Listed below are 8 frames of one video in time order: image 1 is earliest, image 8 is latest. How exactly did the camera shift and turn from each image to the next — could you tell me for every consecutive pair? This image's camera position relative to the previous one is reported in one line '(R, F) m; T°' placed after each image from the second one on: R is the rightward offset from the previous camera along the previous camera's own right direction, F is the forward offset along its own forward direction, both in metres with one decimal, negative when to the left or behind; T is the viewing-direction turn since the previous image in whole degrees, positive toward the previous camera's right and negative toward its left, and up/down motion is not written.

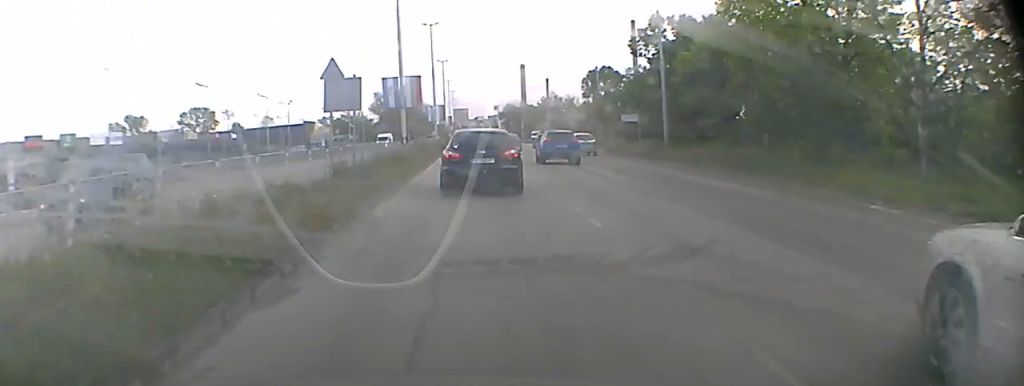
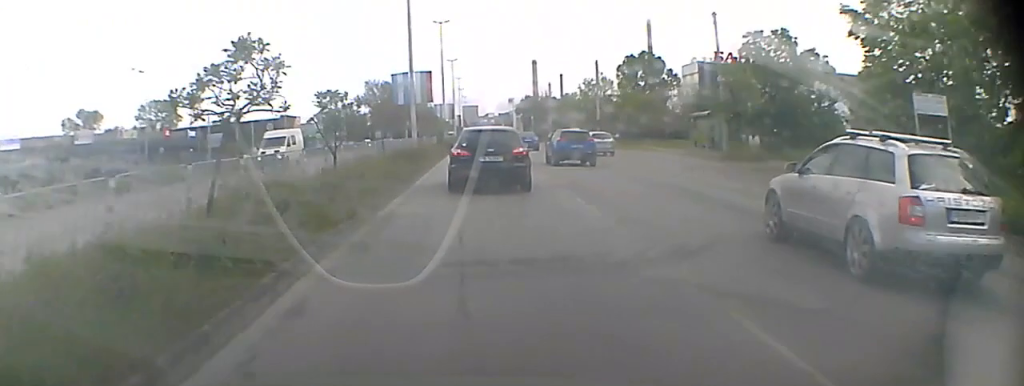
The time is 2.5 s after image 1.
(-0.3, +36.5) m; 0°
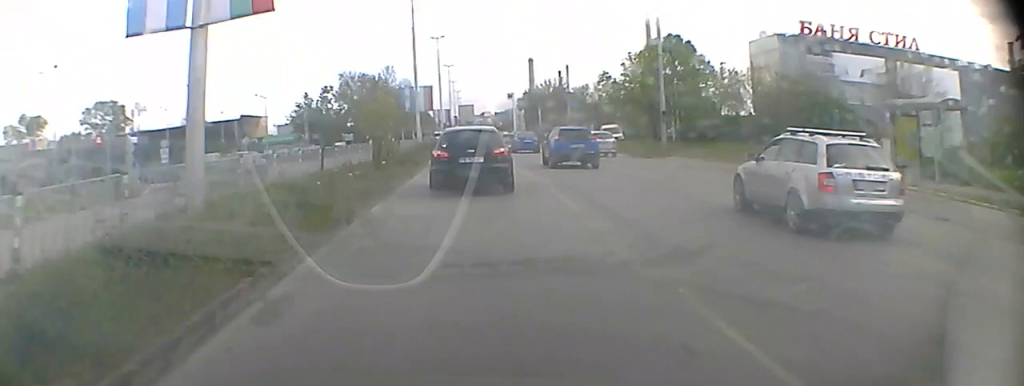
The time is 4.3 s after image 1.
(+0.1, +26.6) m; 0°
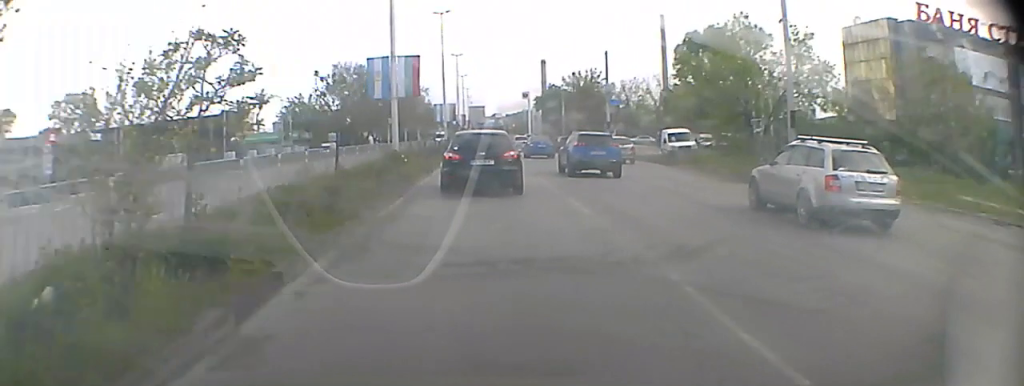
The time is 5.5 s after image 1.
(-0.1, +17.7) m; -1°
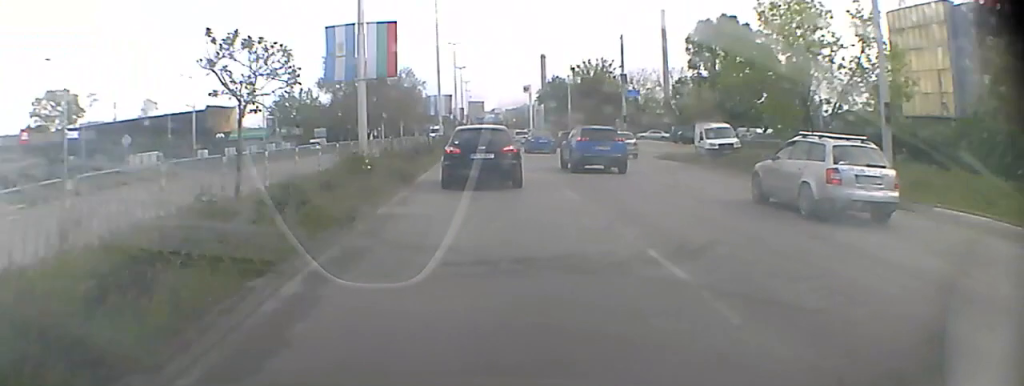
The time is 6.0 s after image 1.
(0.0, +7.3) m; 0°
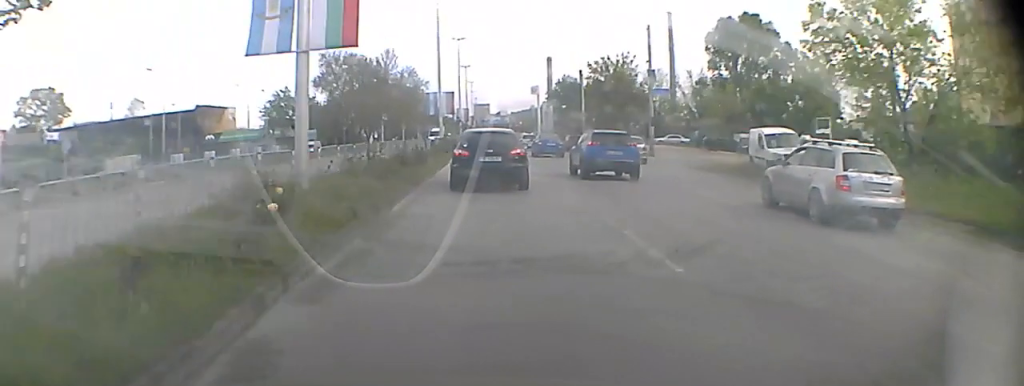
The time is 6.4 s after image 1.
(0.0, +7.3) m; 0°
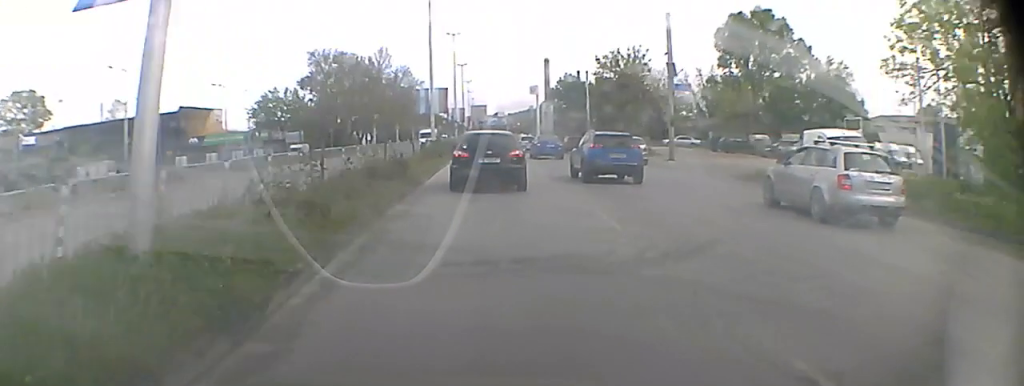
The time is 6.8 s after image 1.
(-0.1, +5.9) m; 0°
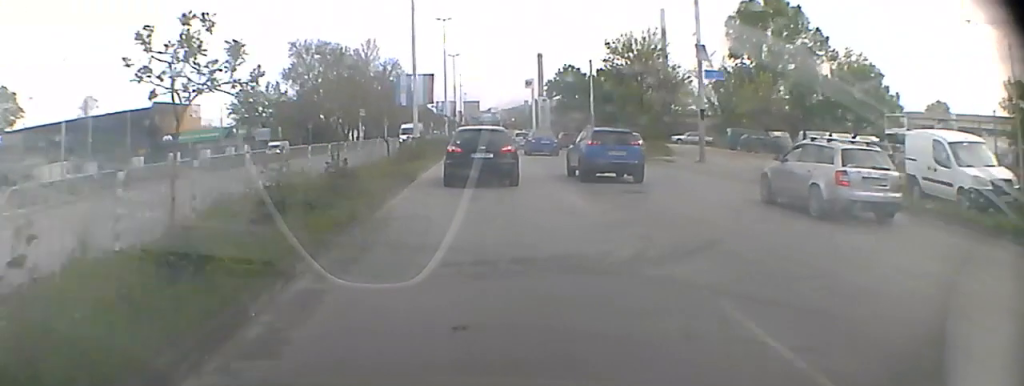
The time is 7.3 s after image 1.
(-0.1, +7.3) m; 0°
